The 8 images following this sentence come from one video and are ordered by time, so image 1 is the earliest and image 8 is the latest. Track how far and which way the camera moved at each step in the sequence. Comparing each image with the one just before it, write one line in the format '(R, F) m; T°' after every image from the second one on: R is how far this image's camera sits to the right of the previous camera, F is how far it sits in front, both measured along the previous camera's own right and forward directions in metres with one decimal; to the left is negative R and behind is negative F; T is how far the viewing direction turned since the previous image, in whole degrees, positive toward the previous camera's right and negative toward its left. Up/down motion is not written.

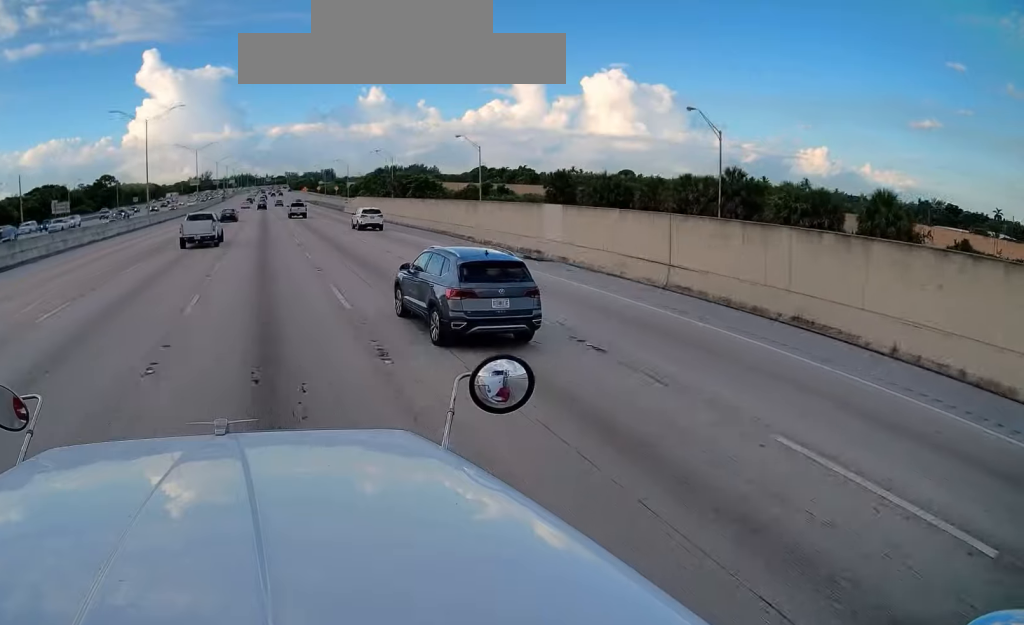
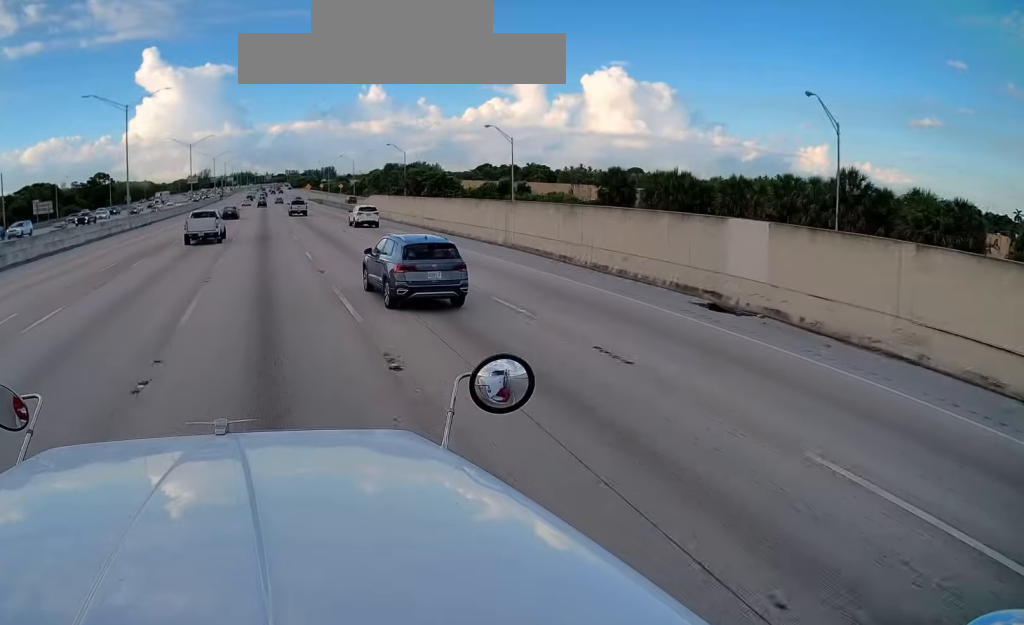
(-0.2, +12.2) m; 0°
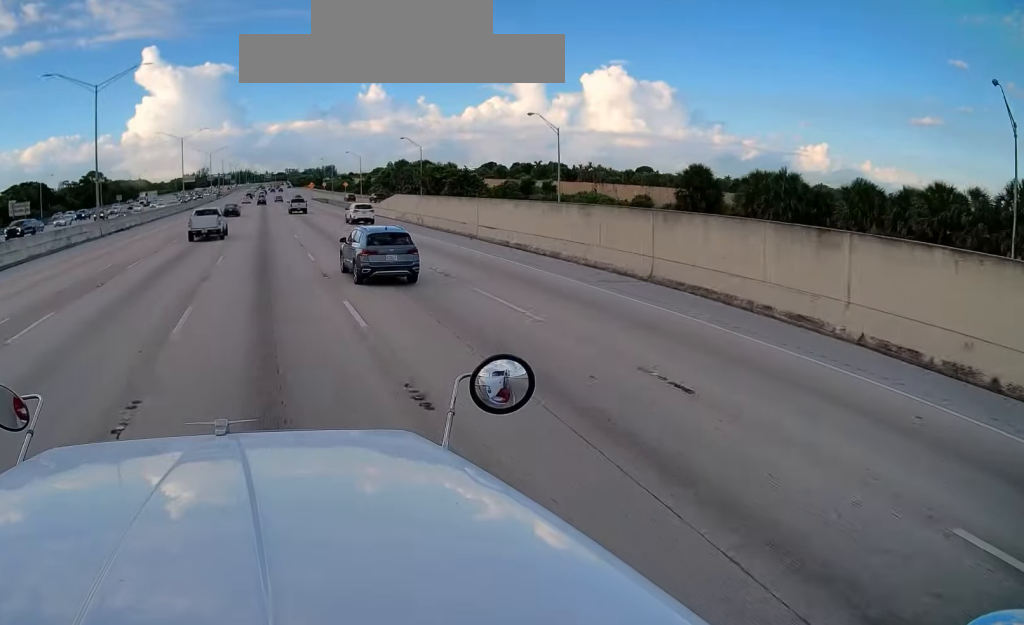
(+0.1, +12.4) m; 0°
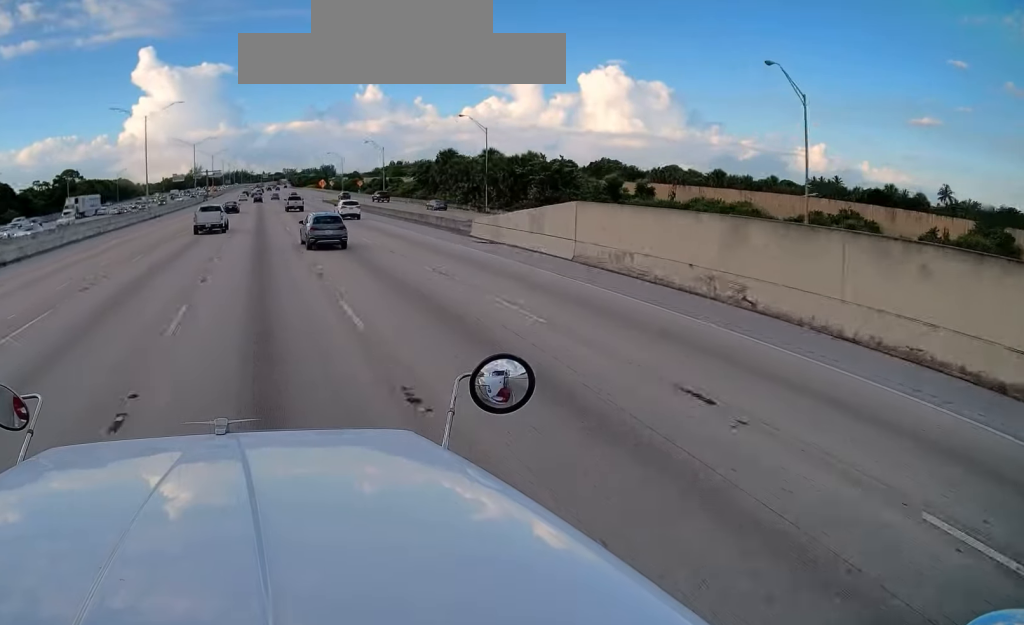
(0.0, +36.6) m; 0°
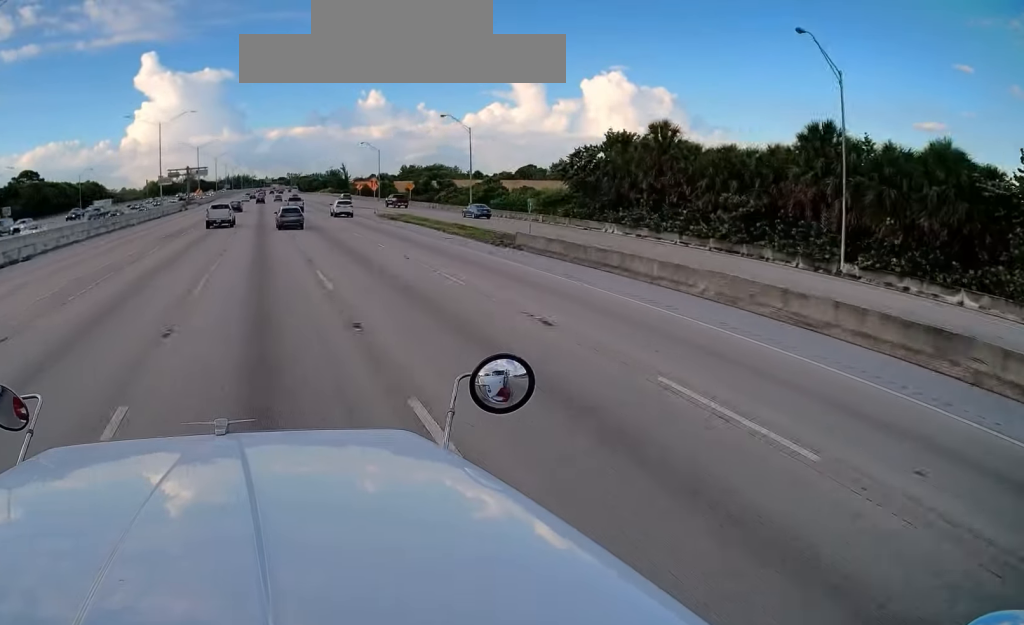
(+0.5, +54.0) m; +1°
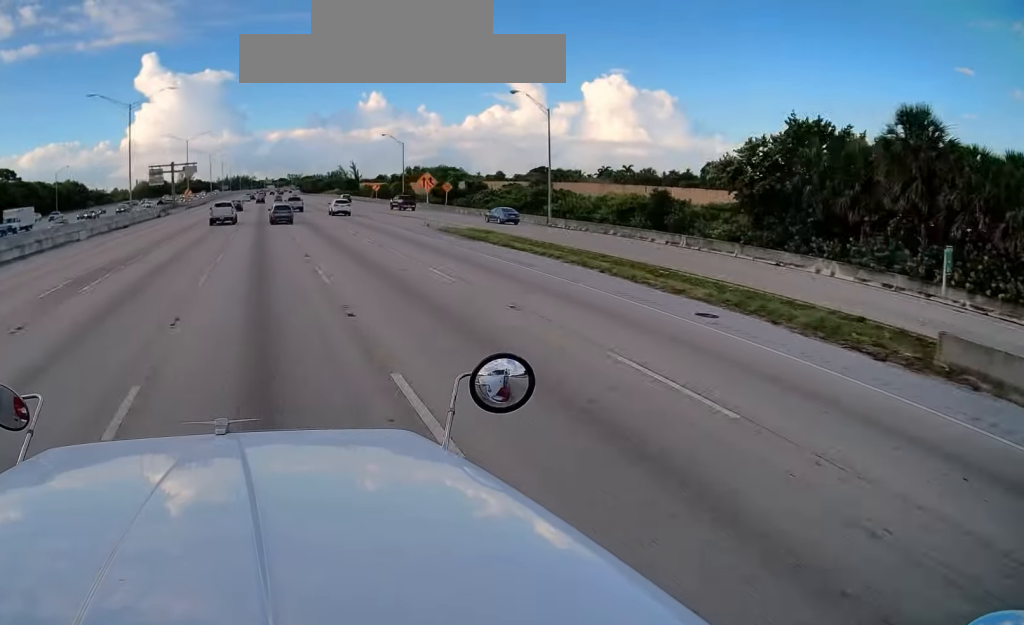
(0.0, +22.0) m; 0°
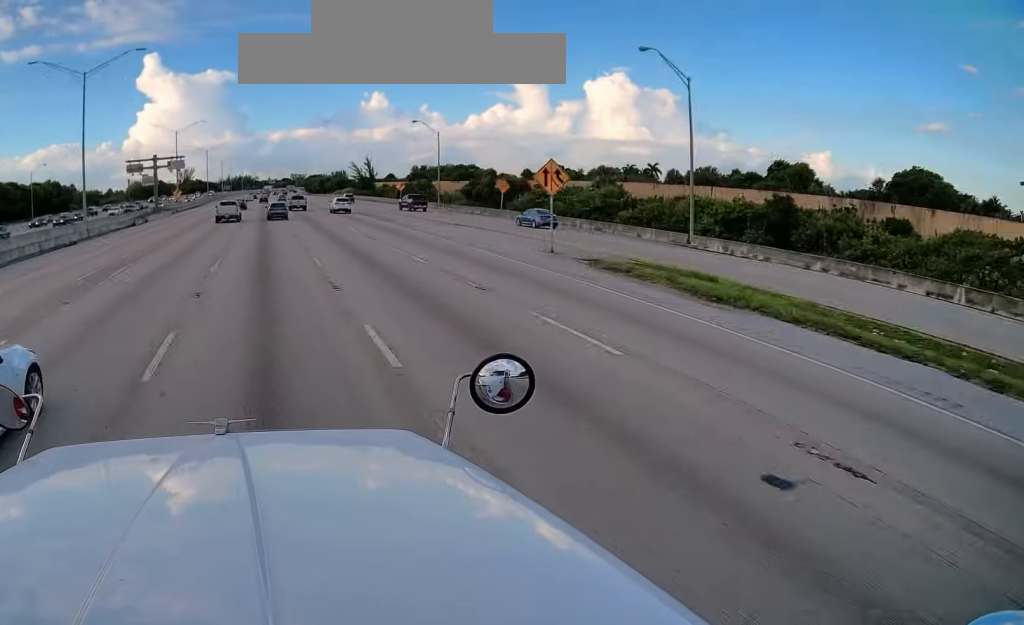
(-0.3, +21.1) m; 0°
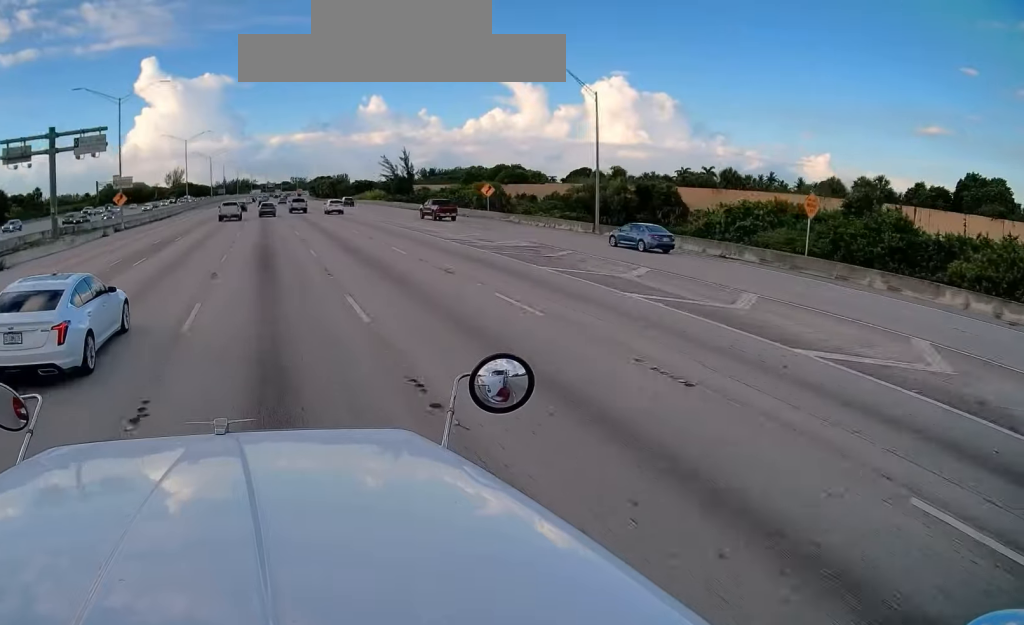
(+0.2, +45.3) m; 0°
